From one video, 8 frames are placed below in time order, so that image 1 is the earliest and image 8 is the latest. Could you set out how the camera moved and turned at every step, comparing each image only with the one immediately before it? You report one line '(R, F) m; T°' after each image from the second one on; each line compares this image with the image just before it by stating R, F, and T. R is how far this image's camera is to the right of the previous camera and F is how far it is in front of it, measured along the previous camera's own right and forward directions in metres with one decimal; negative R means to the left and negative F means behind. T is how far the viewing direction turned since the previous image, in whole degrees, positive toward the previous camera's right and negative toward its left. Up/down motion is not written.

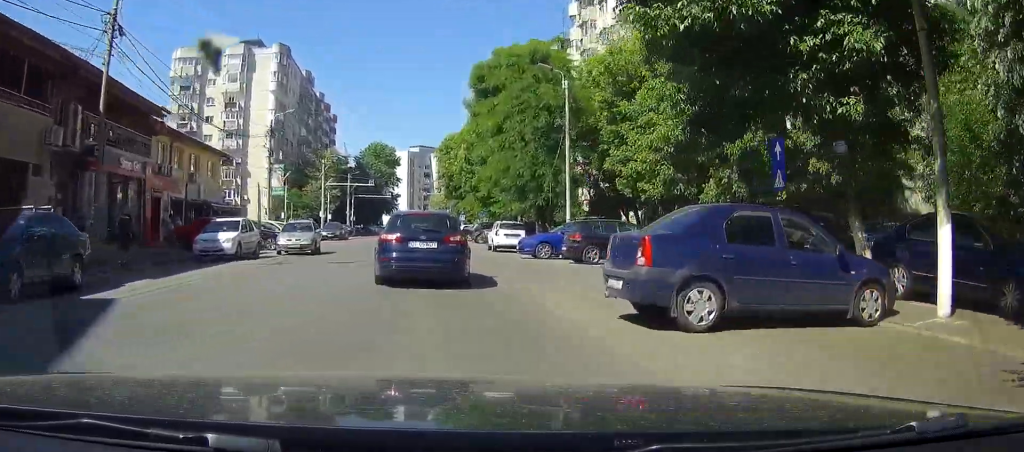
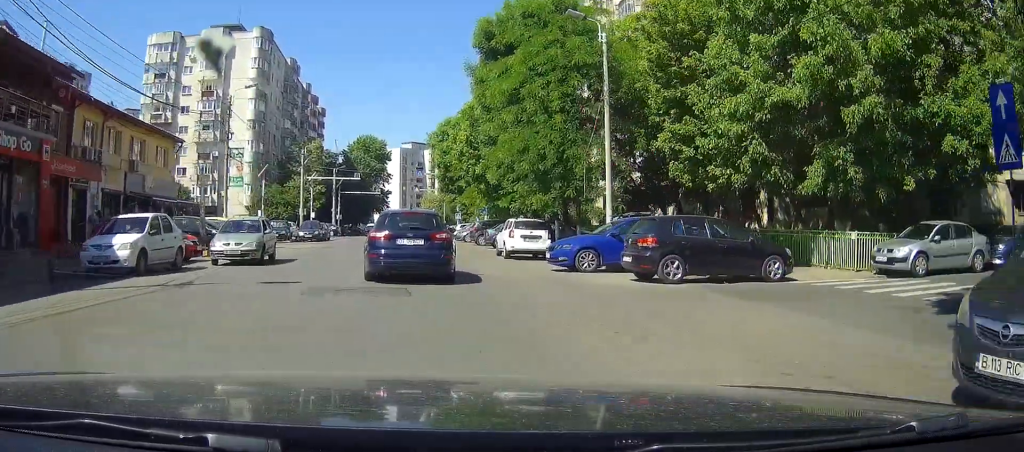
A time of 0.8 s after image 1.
(+0.1, +8.4) m; 0°
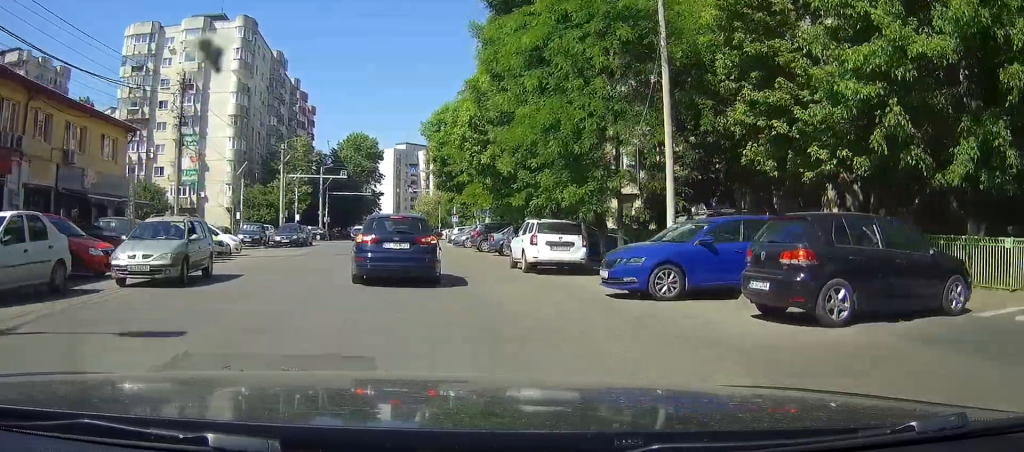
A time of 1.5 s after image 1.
(-0.1, +6.8) m; 0°
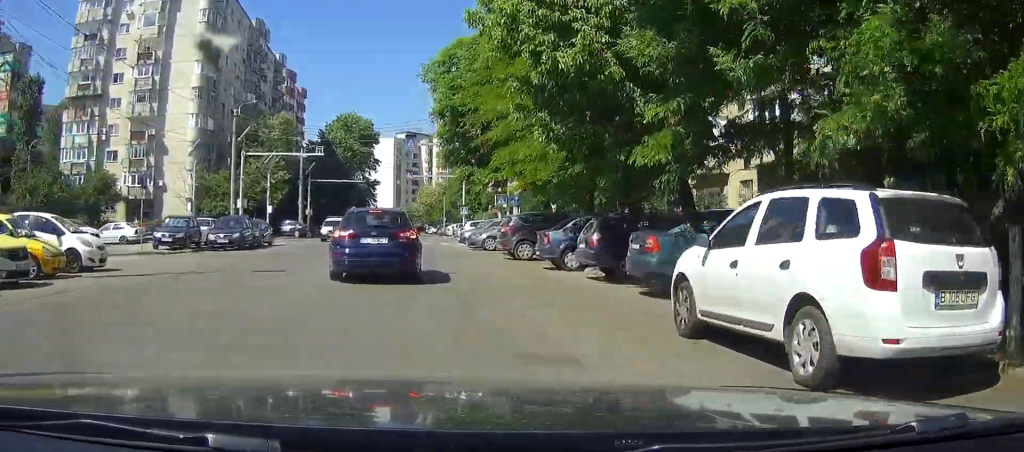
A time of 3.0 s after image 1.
(0.0, +15.4) m; 0°
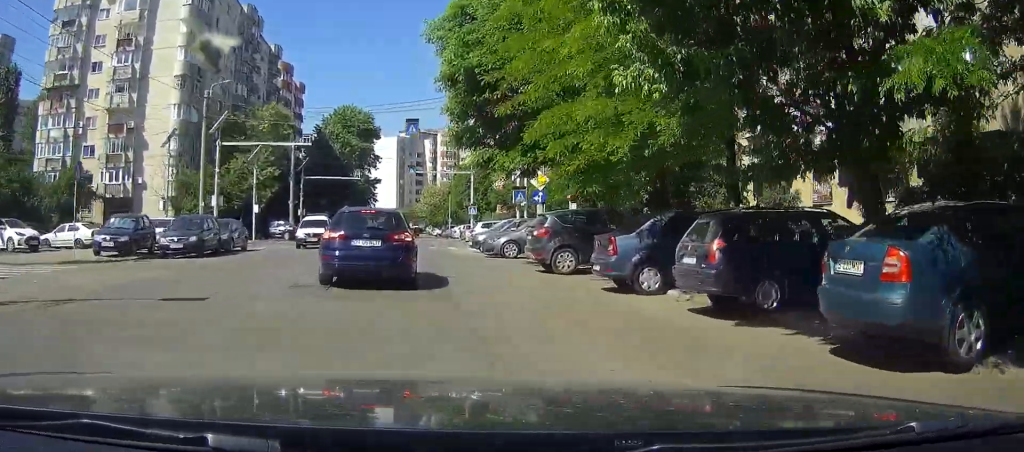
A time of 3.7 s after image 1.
(-0.1, +6.4) m; 0°
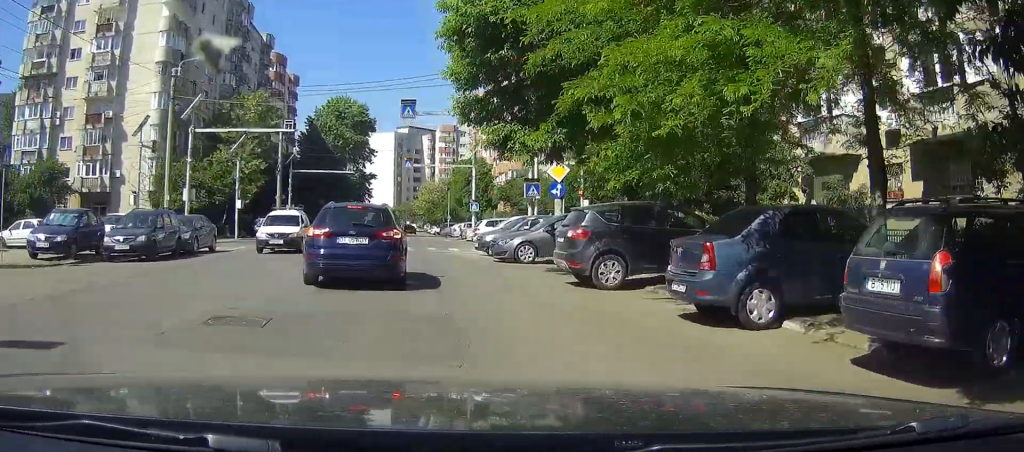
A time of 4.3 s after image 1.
(0.0, +4.5) m; +1°
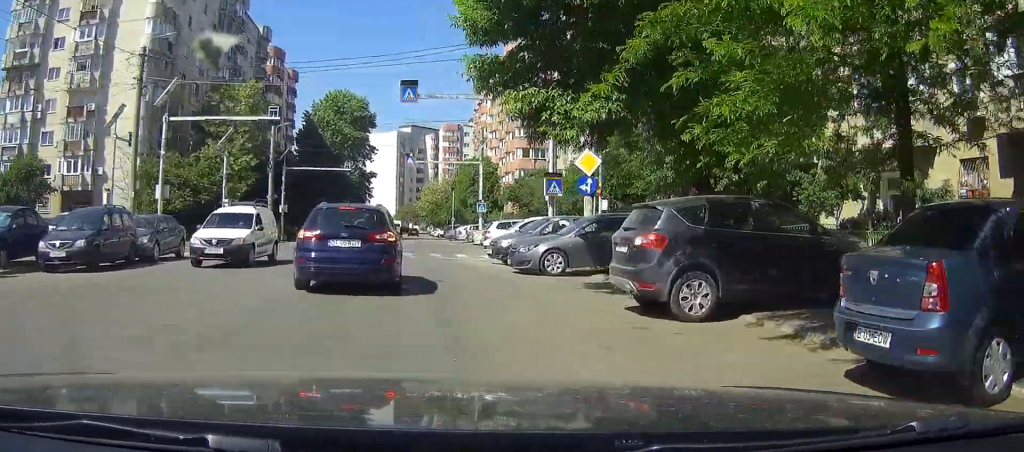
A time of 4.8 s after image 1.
(+0.1, +4.1) m; +1°
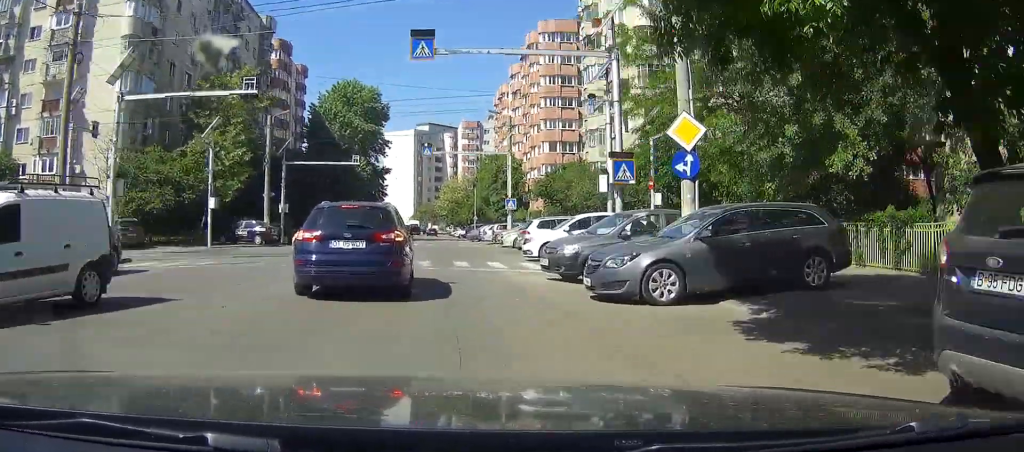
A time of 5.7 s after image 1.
(0.0, +6.6) m; +3°
